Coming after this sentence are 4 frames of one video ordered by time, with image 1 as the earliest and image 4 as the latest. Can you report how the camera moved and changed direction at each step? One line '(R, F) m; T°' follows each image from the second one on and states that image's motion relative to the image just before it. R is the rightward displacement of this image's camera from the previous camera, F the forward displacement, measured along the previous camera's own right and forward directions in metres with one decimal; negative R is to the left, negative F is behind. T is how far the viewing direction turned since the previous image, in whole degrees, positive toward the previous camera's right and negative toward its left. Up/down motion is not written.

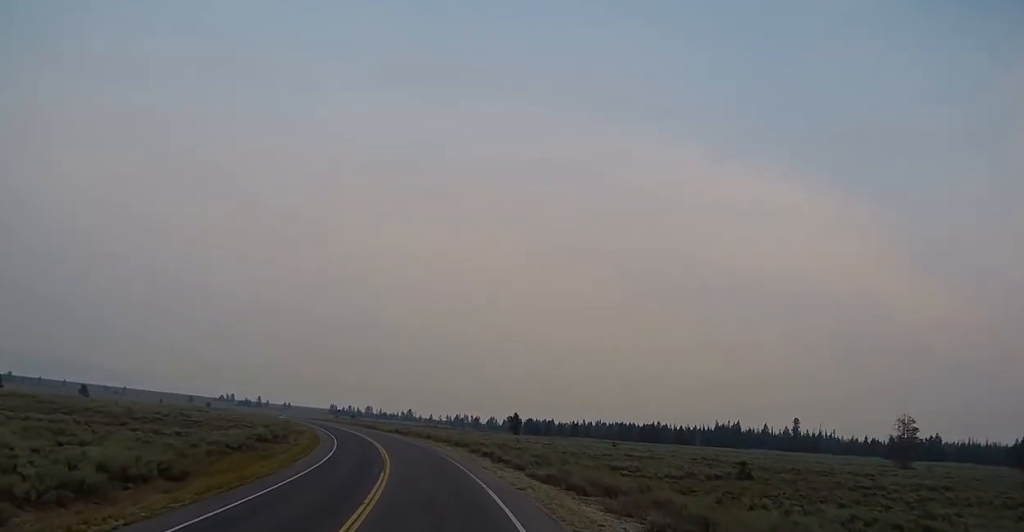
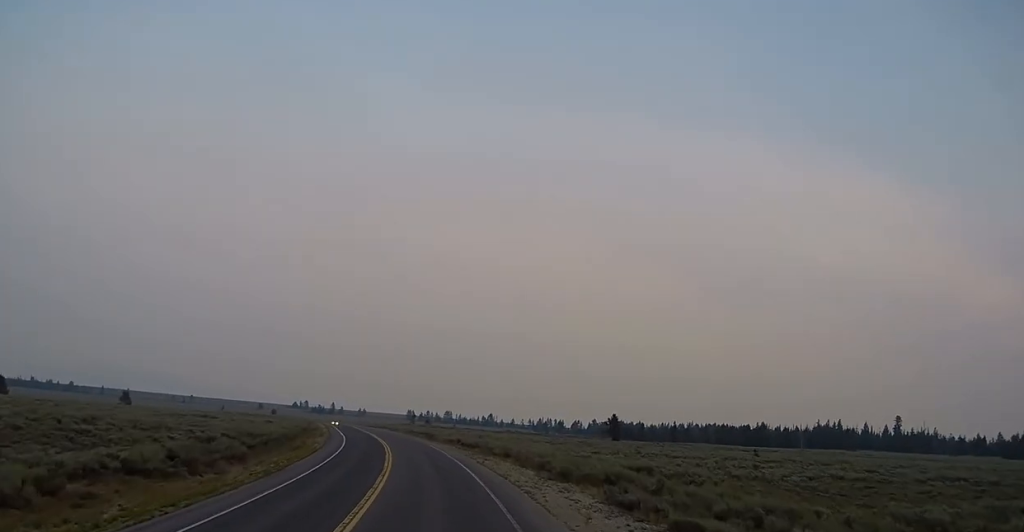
(-1.6, +33.1) m; -7°
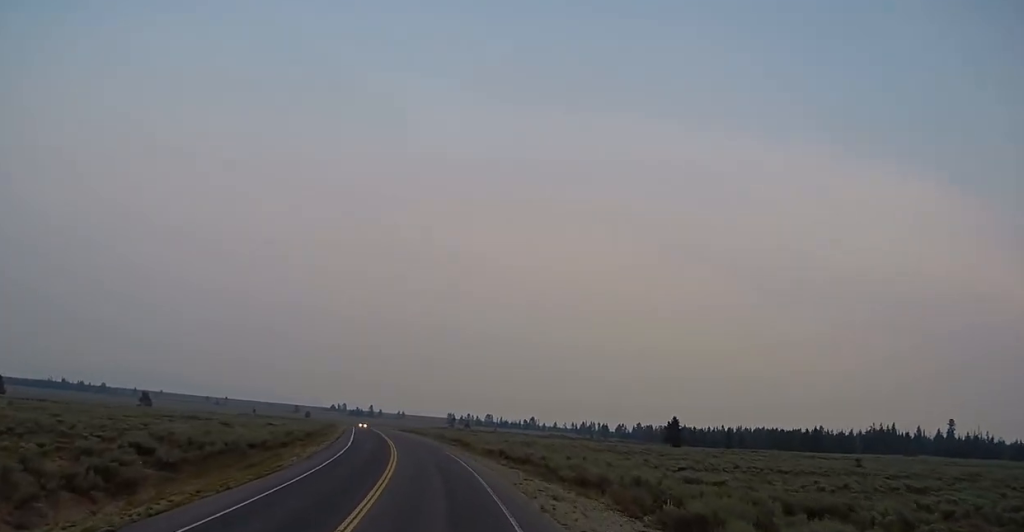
(-0.8, +17.1) m; -4°
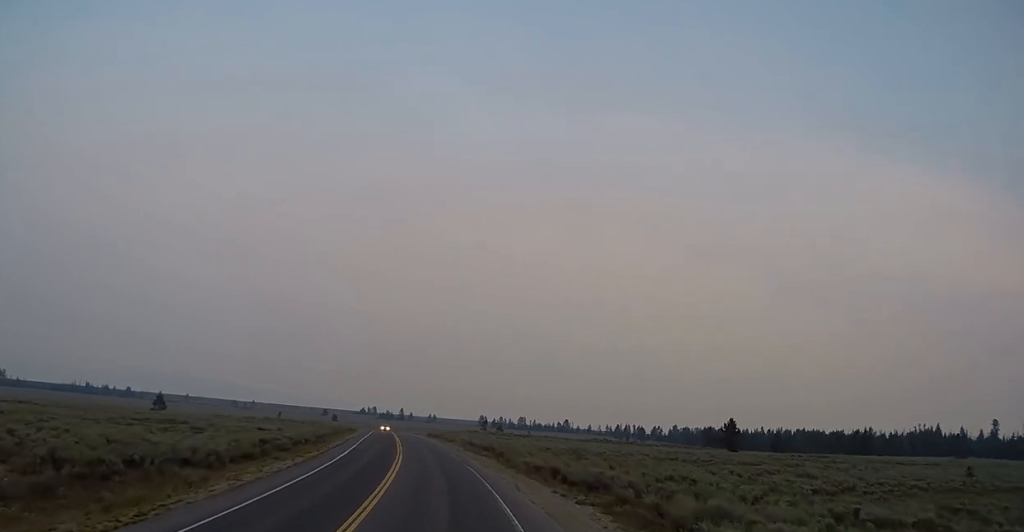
(-0.3, +14.6) m; -1°
